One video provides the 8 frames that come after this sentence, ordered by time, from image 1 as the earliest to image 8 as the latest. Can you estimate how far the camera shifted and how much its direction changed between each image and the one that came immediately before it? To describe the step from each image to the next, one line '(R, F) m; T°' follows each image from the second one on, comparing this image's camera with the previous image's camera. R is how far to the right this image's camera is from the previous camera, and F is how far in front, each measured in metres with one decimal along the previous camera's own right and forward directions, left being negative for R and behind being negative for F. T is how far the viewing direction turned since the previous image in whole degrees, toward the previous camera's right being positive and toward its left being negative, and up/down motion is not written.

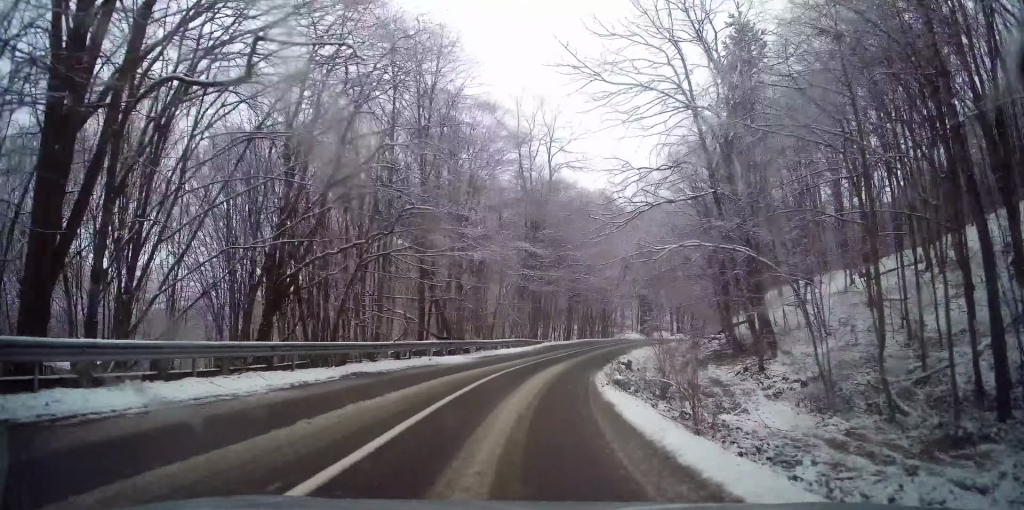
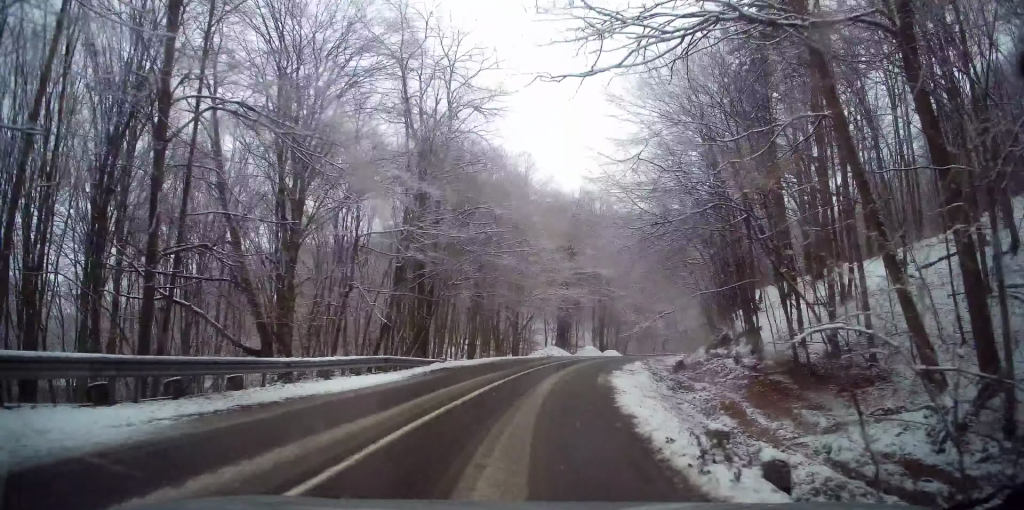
(+1.5, +16.9) m; +11°
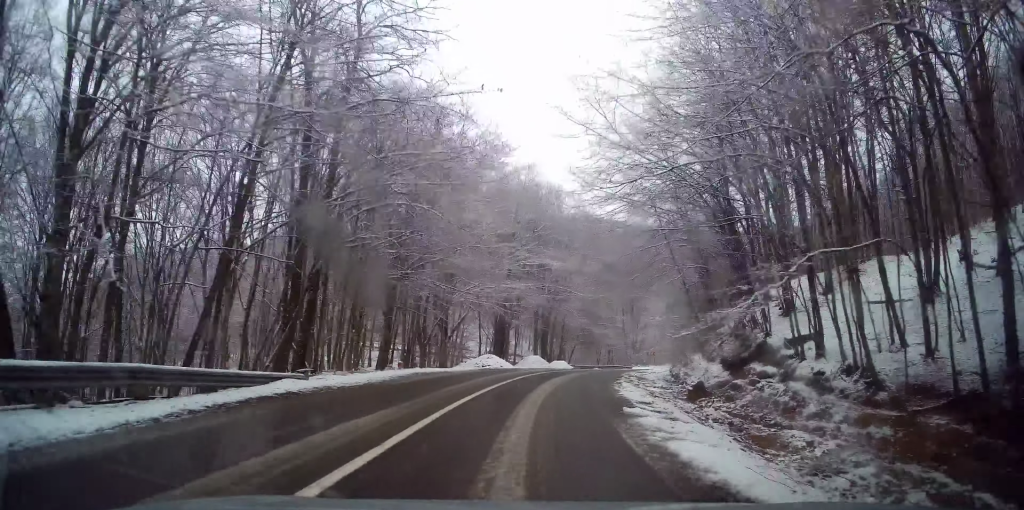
(+0.7, +10.5) m; +6°
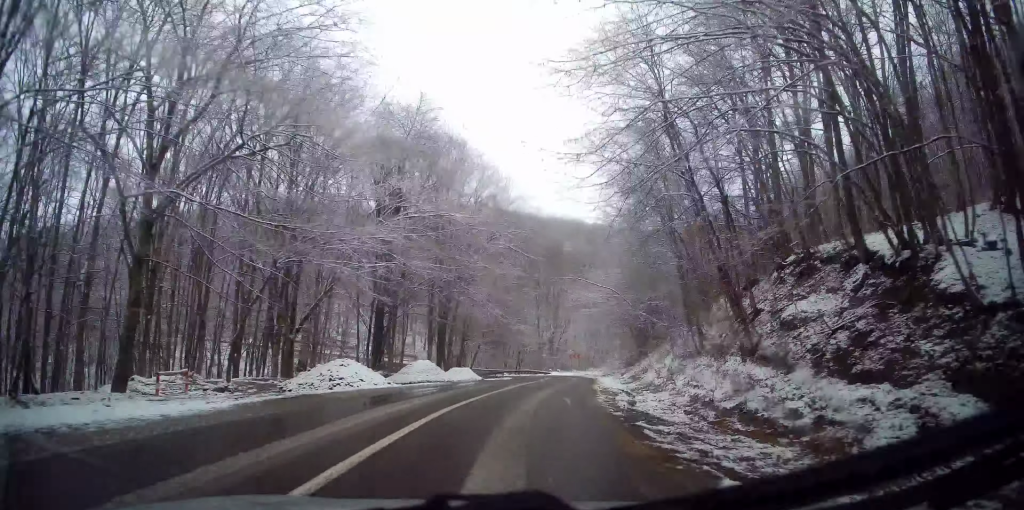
(+1.3, +15.9) m; +9°
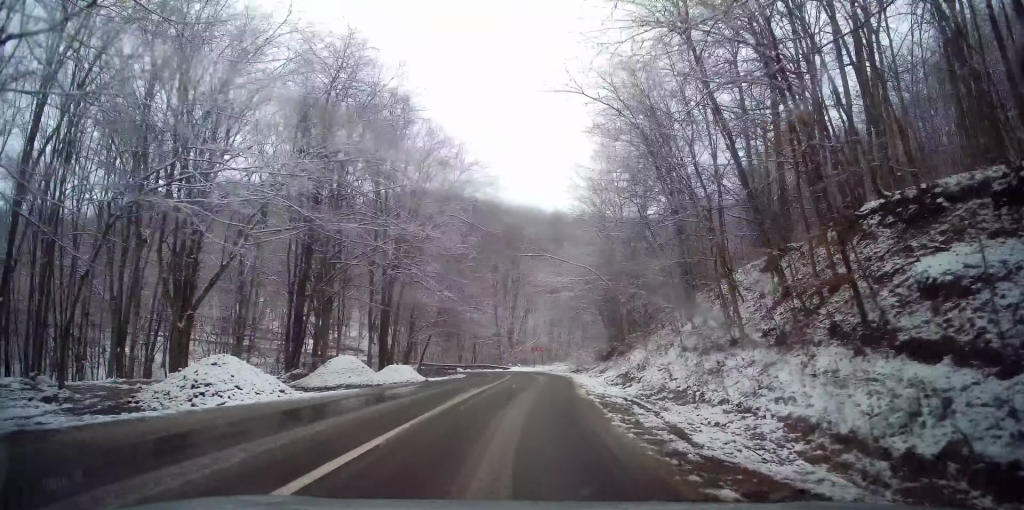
(+0.1, +8.0) m; +4°
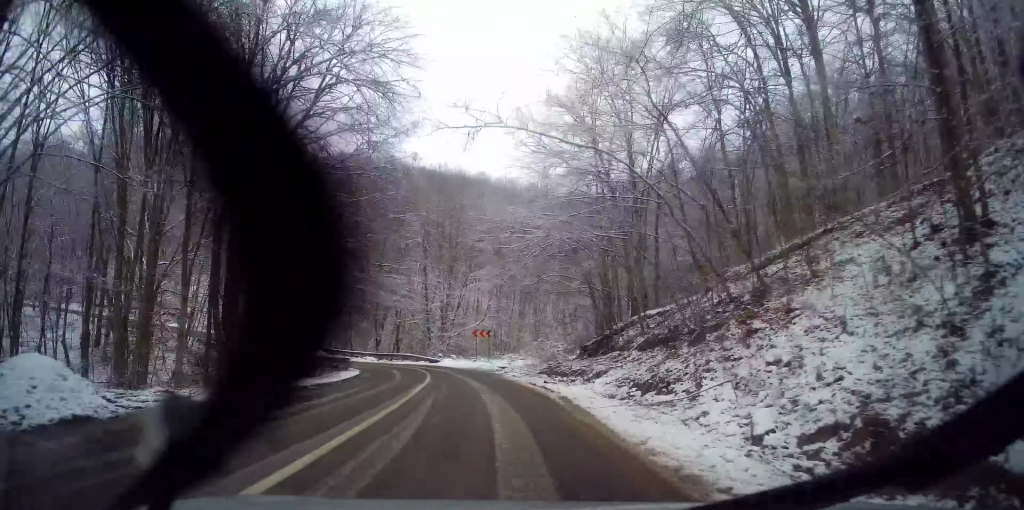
(+1.4, +19.1) m; +4°
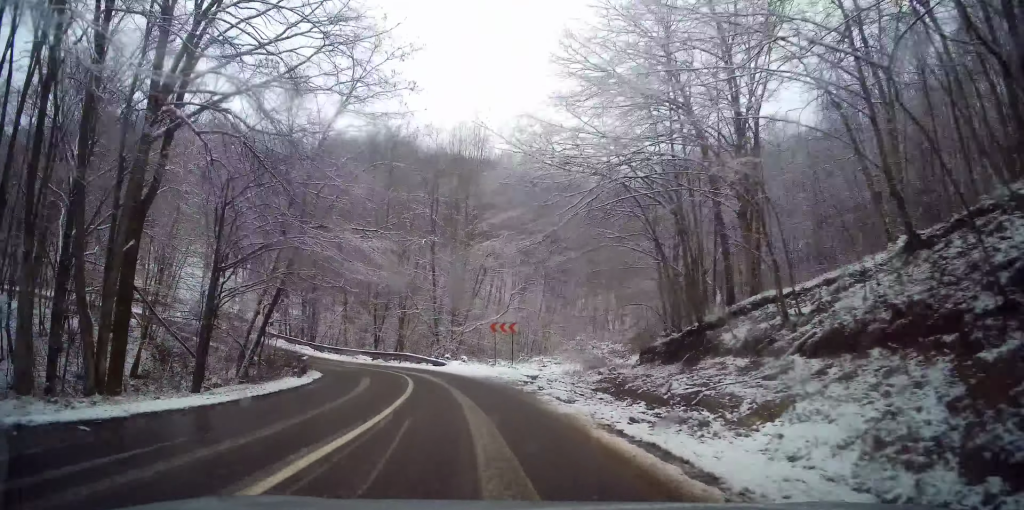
(+0.3, +10.1) m; -2°
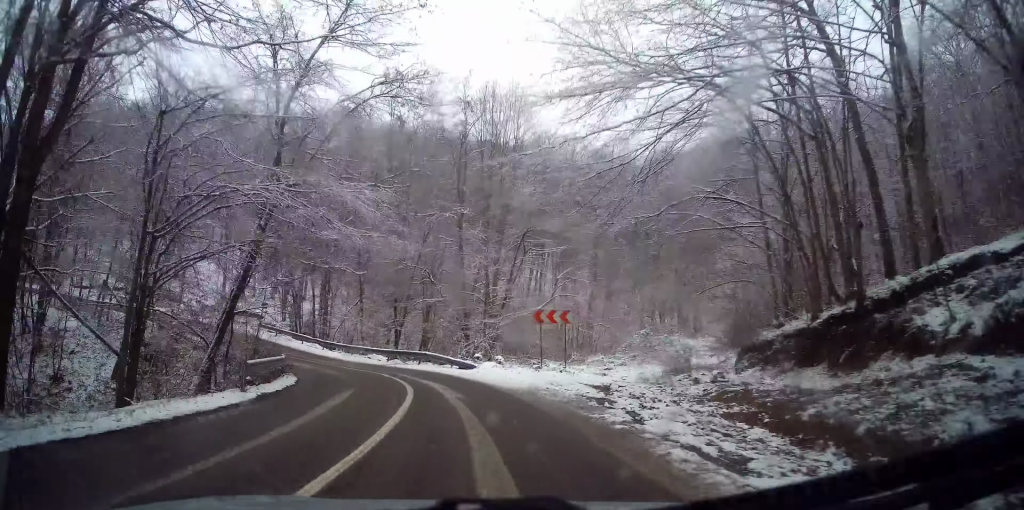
(-0.4, +6.9) m; -4°
